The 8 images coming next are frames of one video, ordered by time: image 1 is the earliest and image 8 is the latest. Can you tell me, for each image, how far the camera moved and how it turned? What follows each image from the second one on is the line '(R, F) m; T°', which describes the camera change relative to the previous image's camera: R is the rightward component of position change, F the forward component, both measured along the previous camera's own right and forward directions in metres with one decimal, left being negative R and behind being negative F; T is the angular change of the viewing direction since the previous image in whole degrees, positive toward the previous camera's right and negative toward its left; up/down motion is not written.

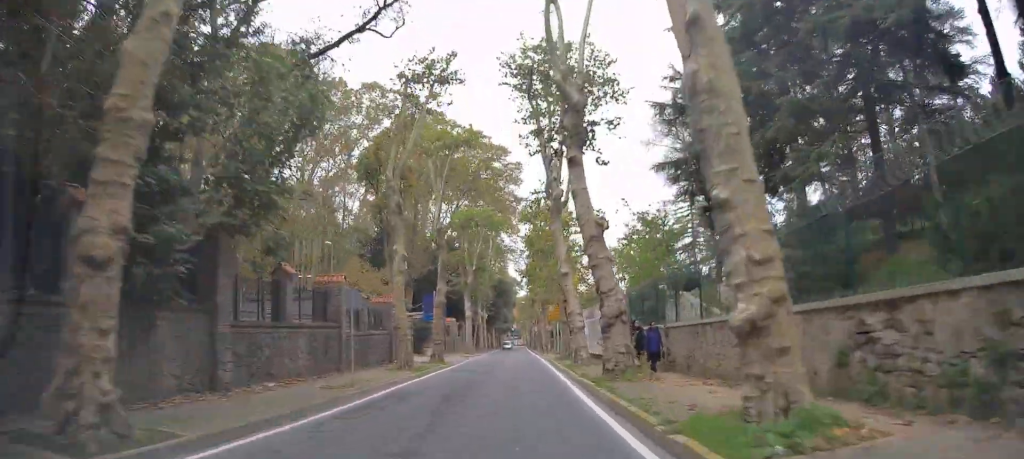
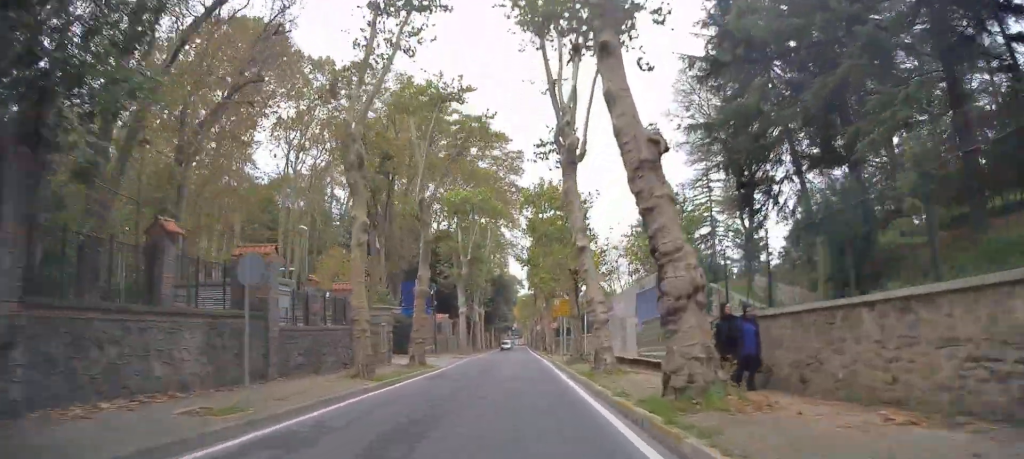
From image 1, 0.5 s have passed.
(+0.1, +7.2) m; 0°
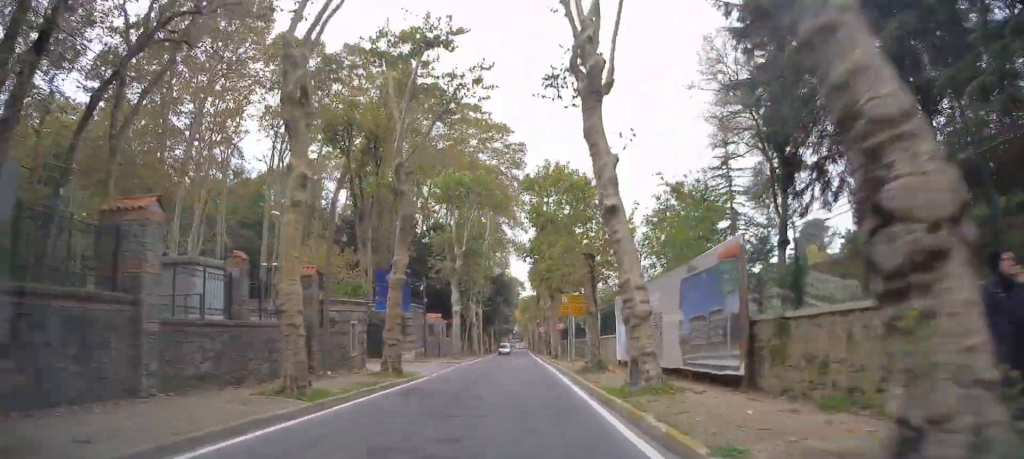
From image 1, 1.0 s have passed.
(0.0, +6.3) m; 0°
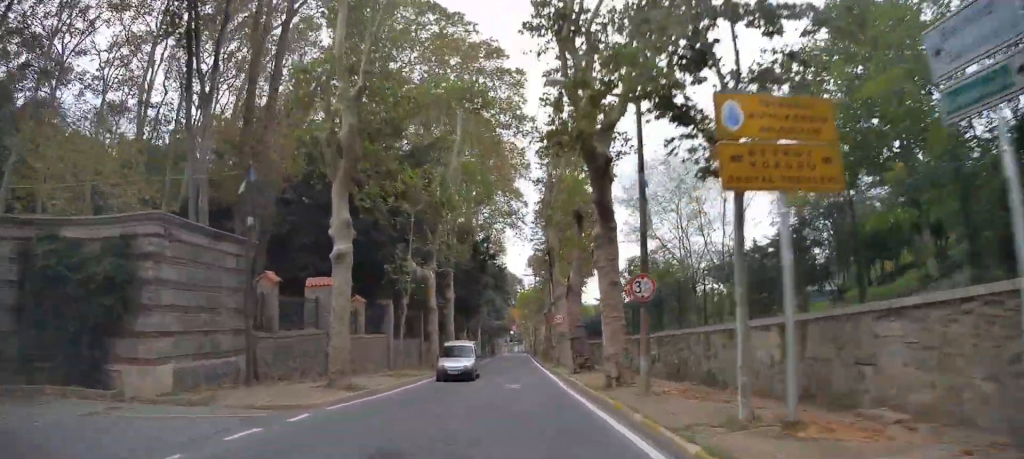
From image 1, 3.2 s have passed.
(-0.9, +30.7) m; -4°
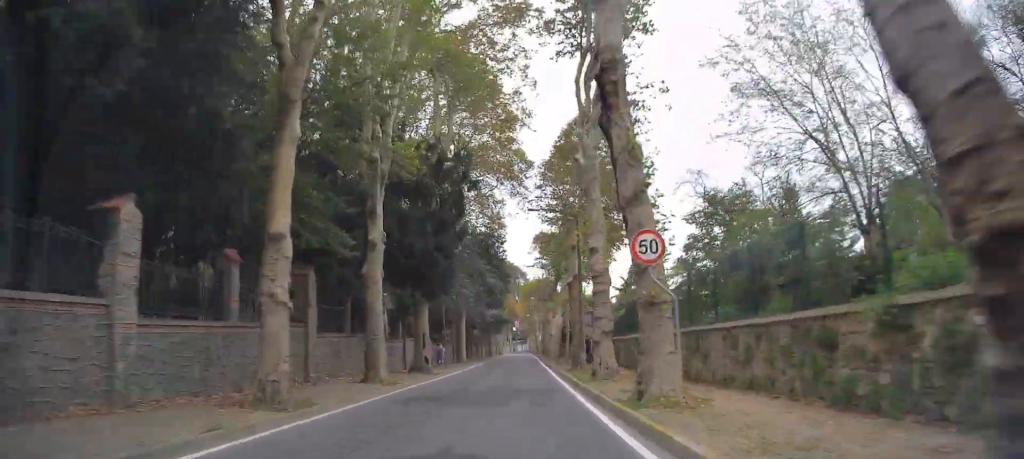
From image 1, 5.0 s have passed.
(0.0, +24.2) m; +1°
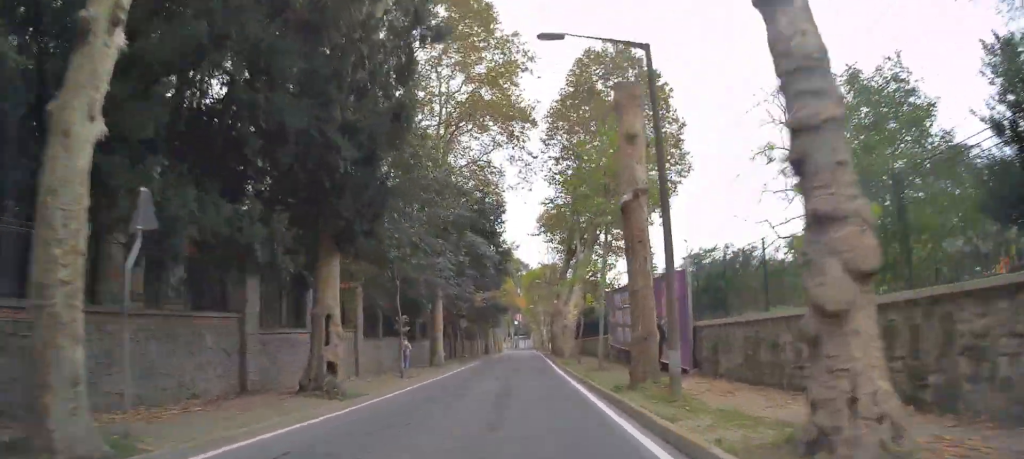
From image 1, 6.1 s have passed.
(+0.3, +15.8) m; 0°
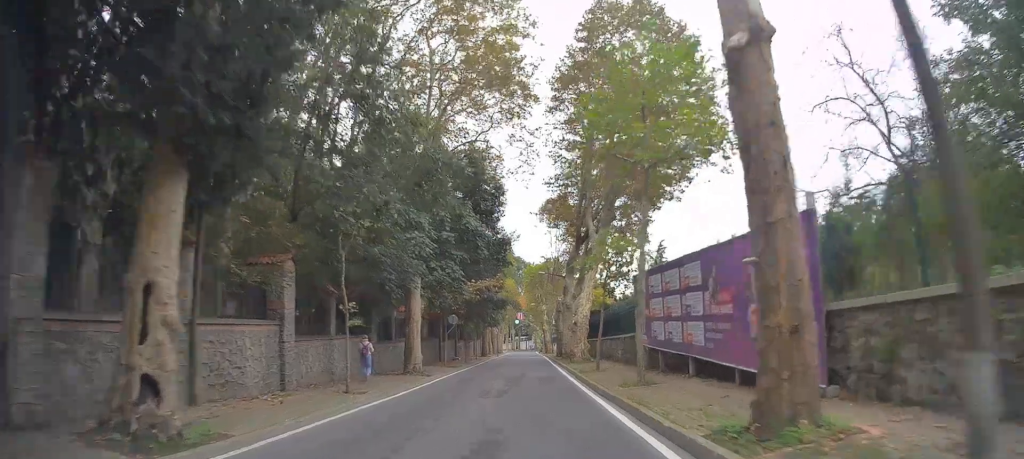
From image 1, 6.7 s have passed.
(-0.1, +7.9) m; -1°
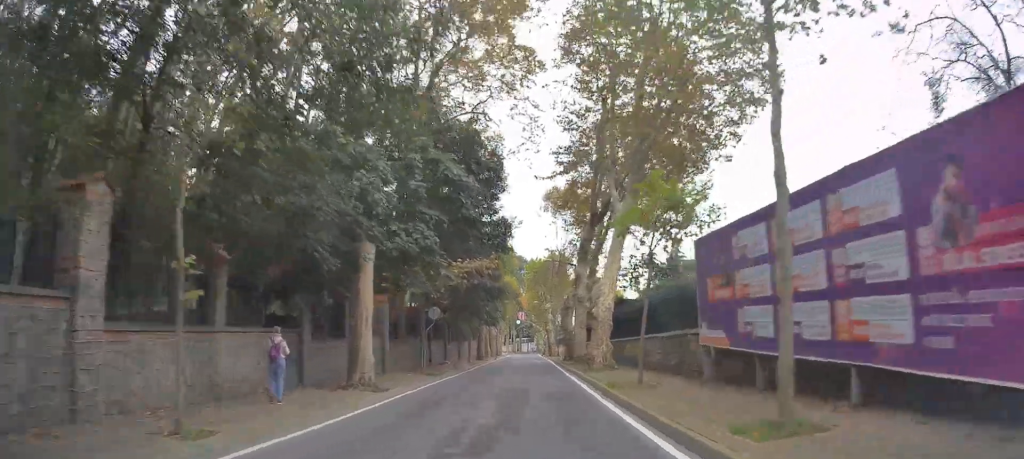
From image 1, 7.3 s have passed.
(-0.1, +8.8) m; -1°
